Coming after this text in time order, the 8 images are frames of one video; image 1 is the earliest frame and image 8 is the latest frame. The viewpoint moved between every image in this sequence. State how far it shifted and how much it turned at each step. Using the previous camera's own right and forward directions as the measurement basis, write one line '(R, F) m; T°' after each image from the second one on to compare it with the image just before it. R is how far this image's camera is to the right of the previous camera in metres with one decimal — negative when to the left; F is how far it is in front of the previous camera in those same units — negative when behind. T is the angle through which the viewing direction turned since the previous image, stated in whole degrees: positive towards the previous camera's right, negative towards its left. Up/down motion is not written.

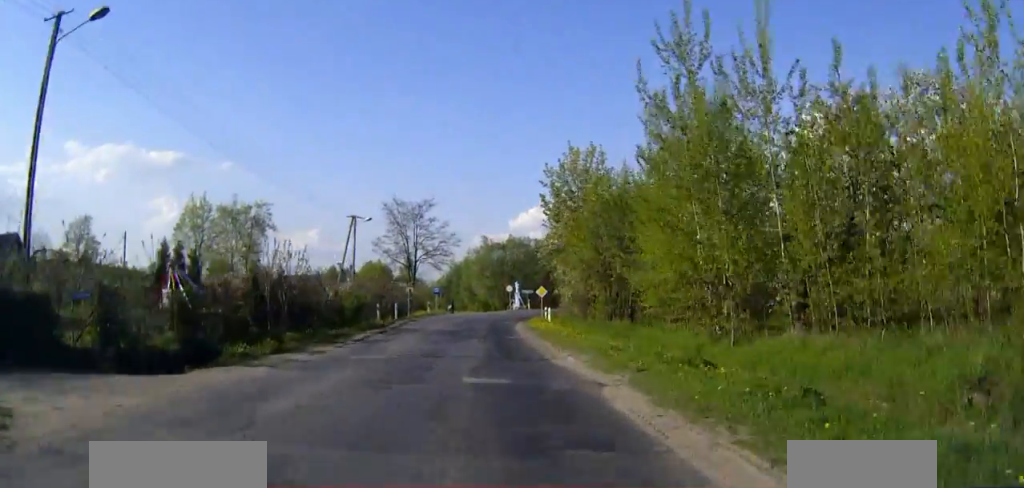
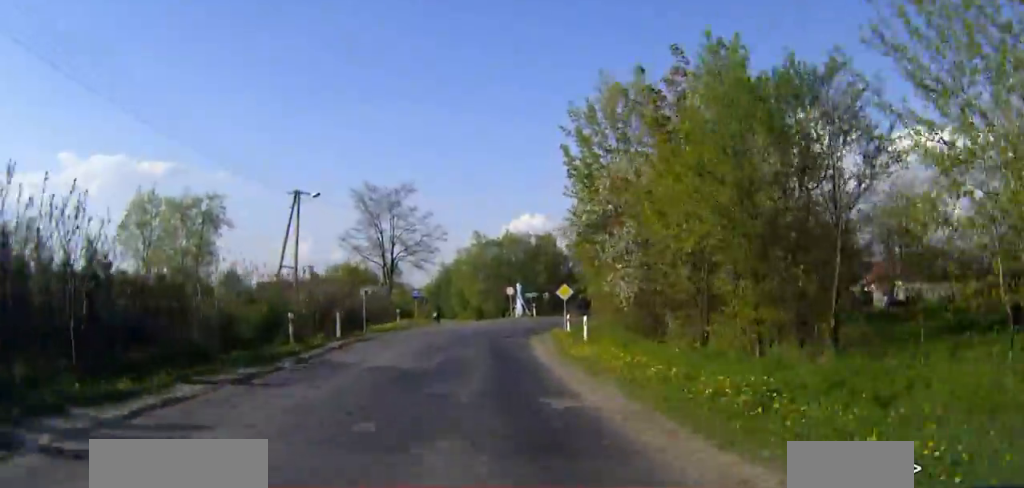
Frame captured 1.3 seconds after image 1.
(+0.1, +17.4) m; +1°
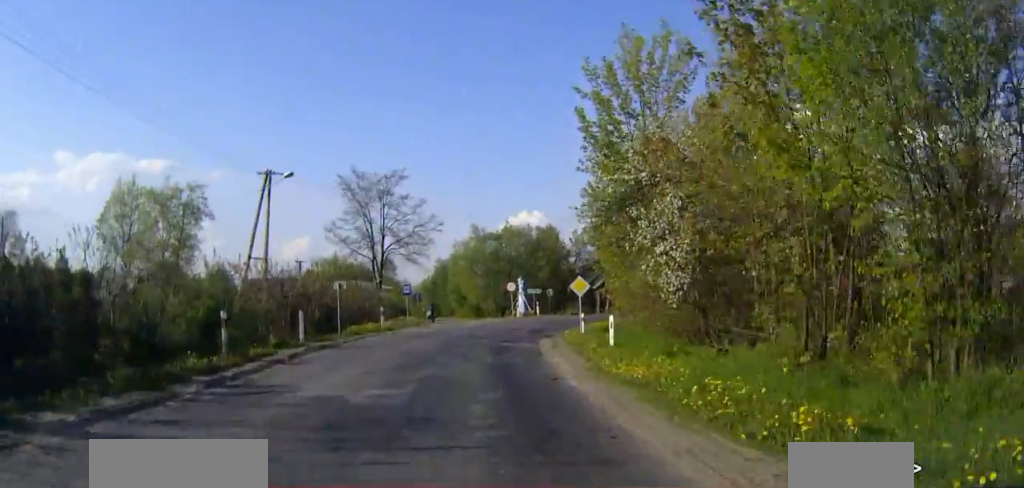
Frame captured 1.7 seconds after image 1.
(0.0, +5.9) m; 0°
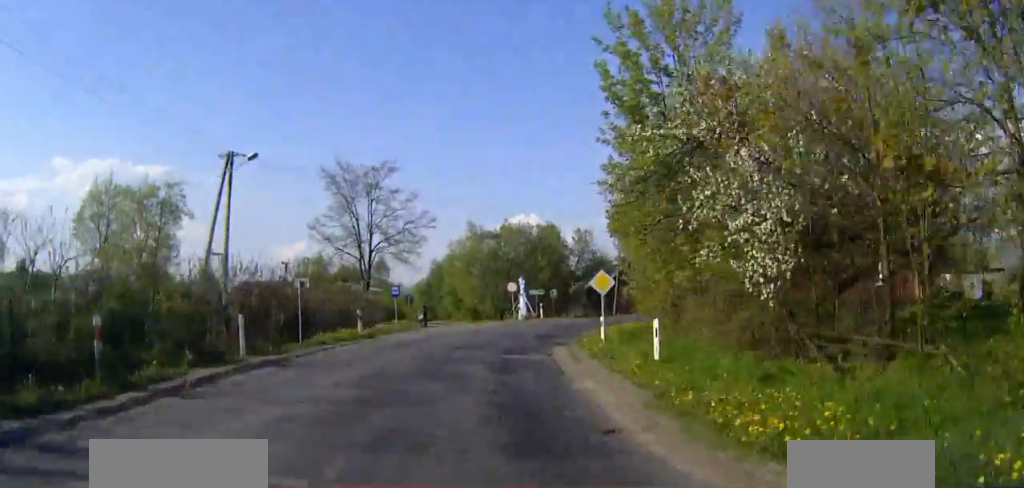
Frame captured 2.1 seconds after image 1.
(0.0, +5.9) m; 0°
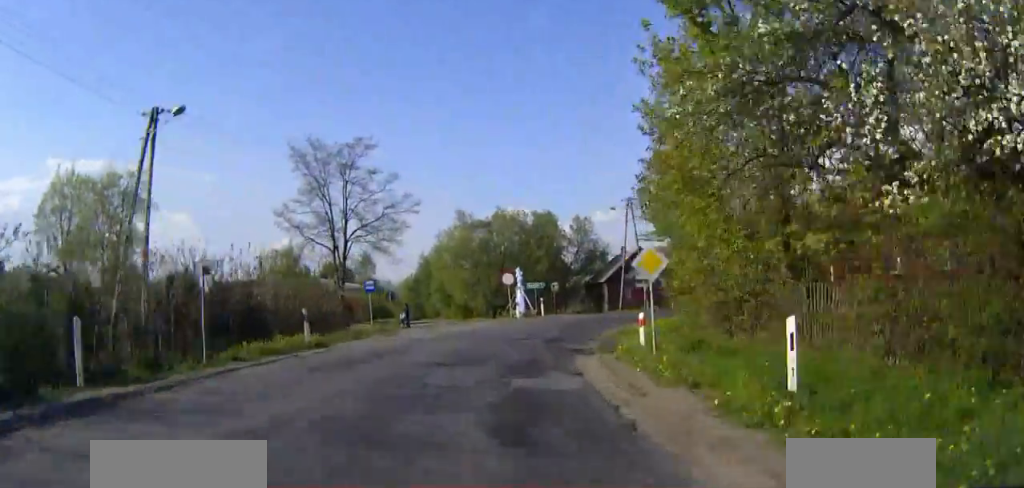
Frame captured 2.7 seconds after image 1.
(0.0, +7.7) m; +1°
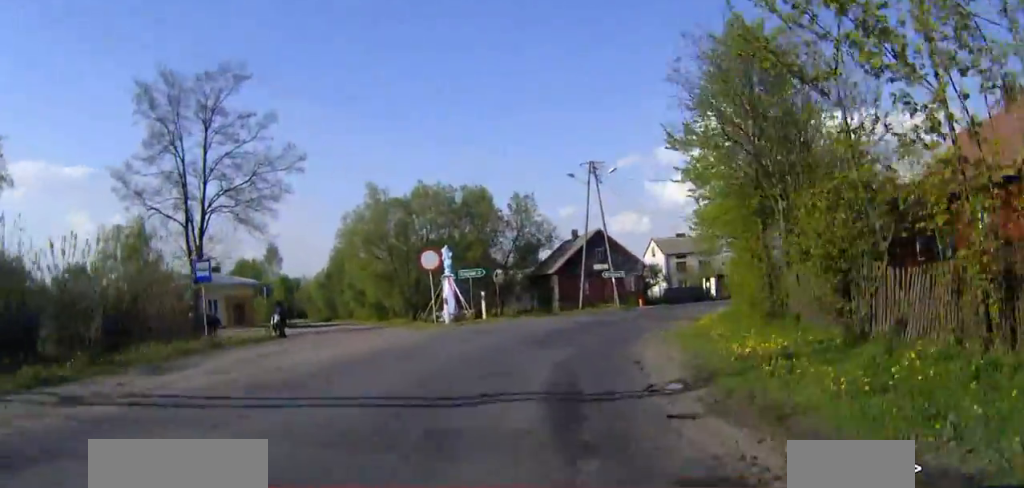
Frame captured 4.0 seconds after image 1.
(+0.4, +16.6) m; +4°
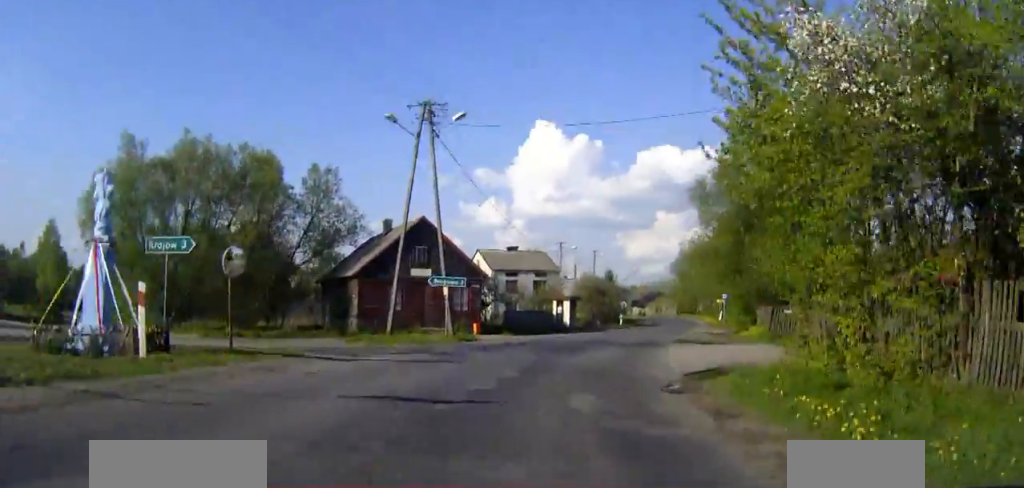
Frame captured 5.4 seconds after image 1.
(+1.4, +18.9) m; +11°
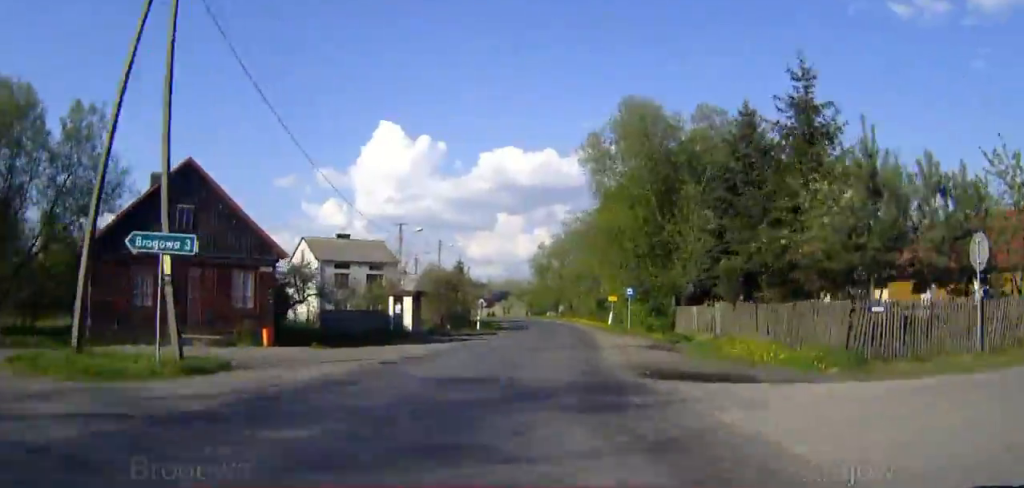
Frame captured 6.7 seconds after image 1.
(+1.8, +16.2) m; +12°
